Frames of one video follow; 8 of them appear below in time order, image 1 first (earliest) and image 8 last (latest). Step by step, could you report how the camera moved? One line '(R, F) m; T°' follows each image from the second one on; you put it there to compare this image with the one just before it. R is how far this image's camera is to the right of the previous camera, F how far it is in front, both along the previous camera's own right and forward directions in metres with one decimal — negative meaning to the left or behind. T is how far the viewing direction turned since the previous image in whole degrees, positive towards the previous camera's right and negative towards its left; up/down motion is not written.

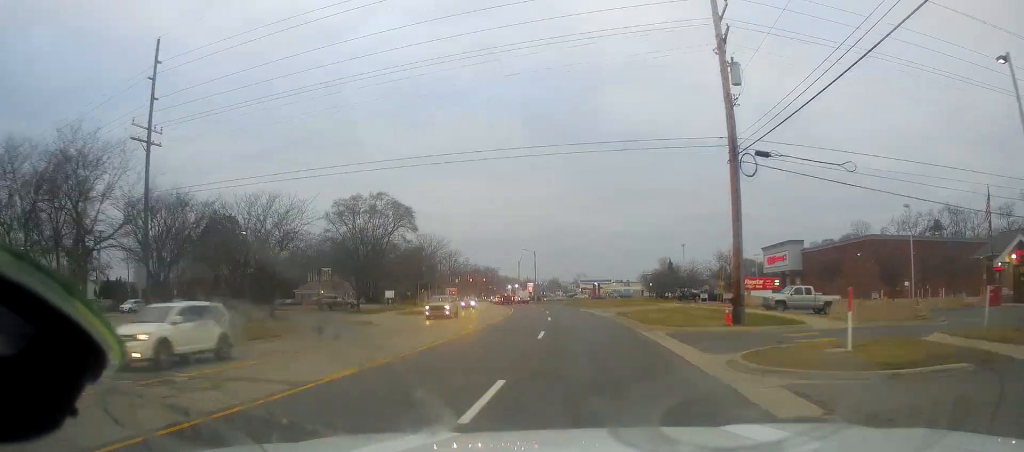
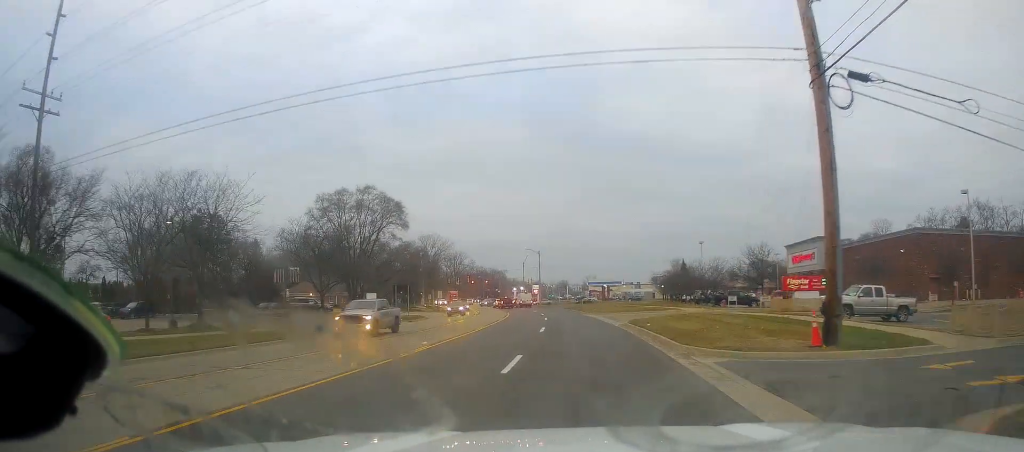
(+0.1, +9.9) m; 0°
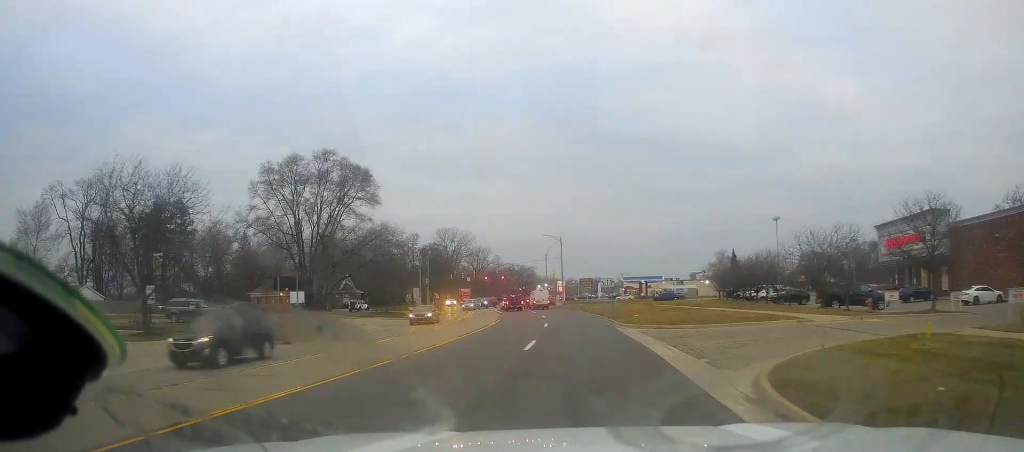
(-0.7, +25.1) m; -5°
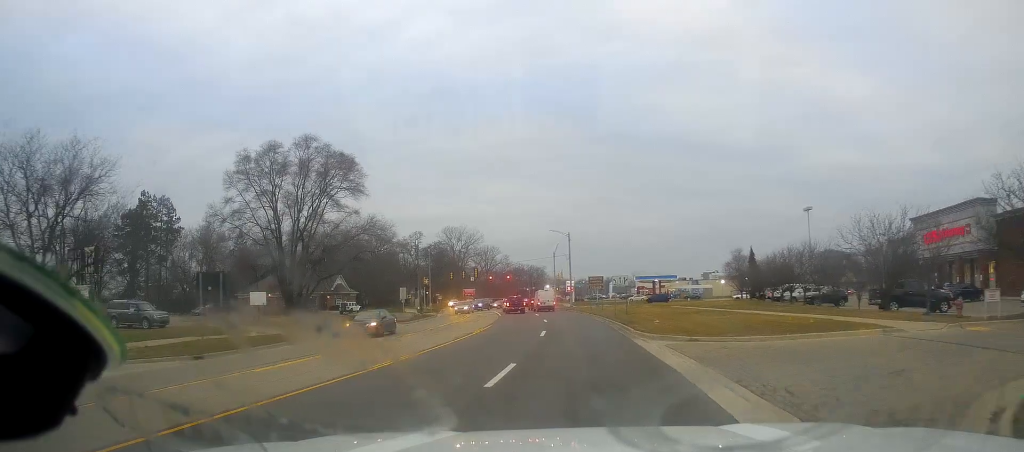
(0.0, +7.6) m; -3°
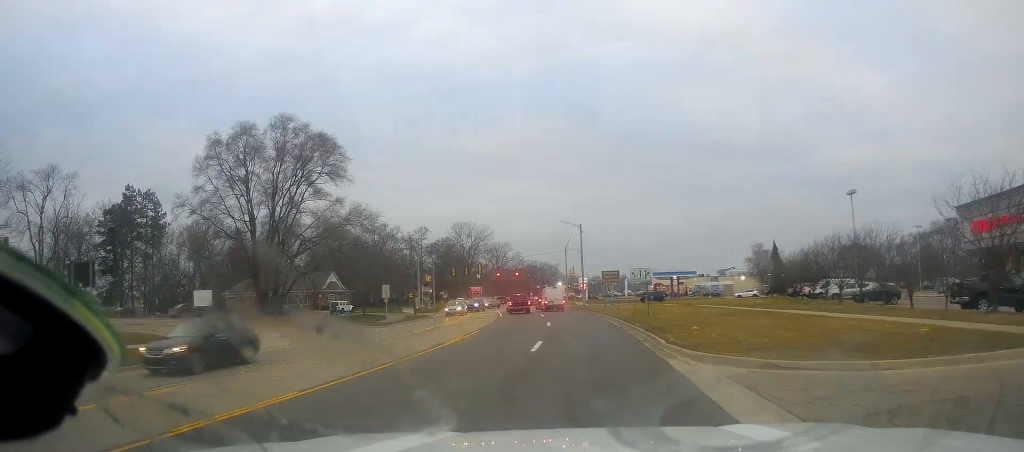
(-0.5, +7.7) m; 0°
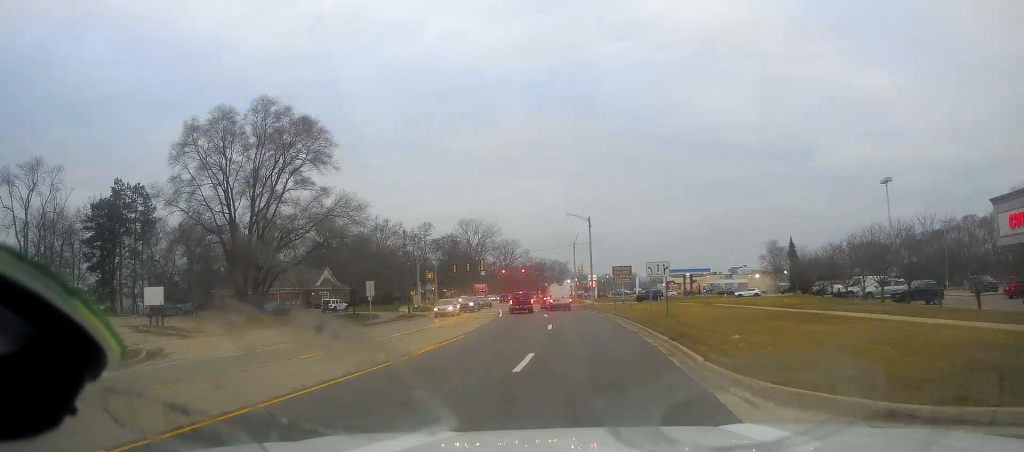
(-0.3, +5.5) m; 0°
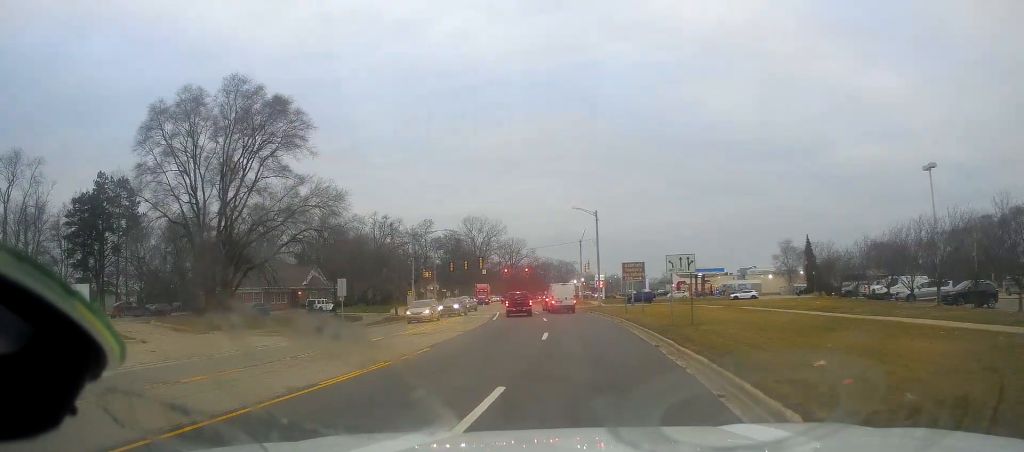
(+0.5, +5.8) m; +1°
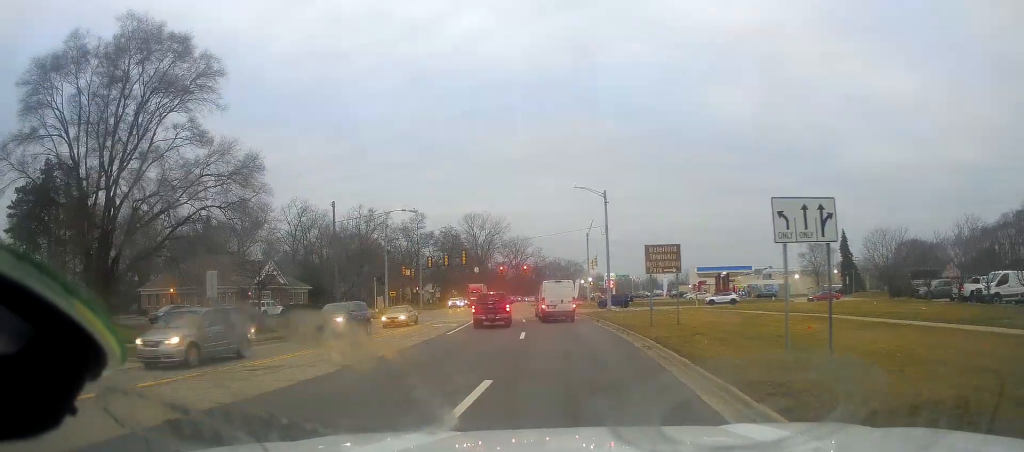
(-0.3, +14.1) m; -4°
